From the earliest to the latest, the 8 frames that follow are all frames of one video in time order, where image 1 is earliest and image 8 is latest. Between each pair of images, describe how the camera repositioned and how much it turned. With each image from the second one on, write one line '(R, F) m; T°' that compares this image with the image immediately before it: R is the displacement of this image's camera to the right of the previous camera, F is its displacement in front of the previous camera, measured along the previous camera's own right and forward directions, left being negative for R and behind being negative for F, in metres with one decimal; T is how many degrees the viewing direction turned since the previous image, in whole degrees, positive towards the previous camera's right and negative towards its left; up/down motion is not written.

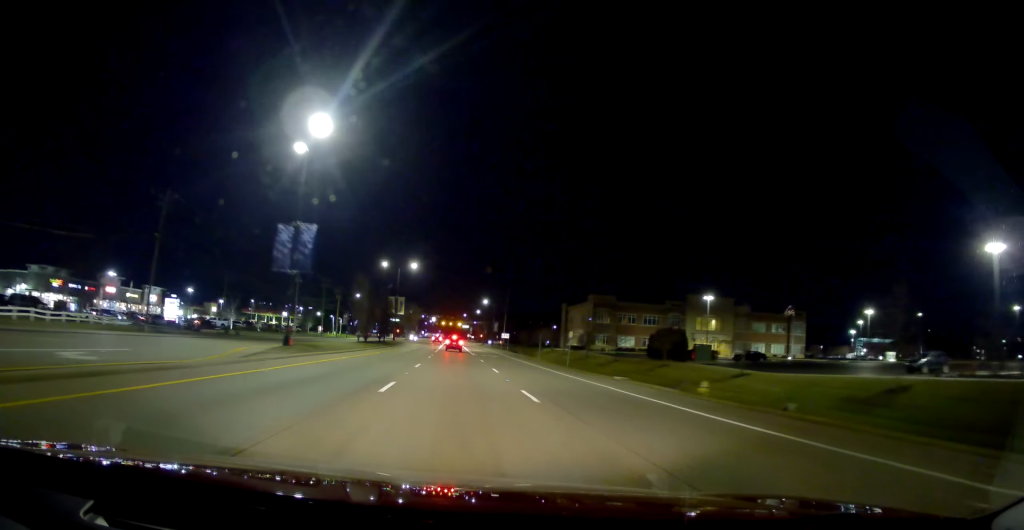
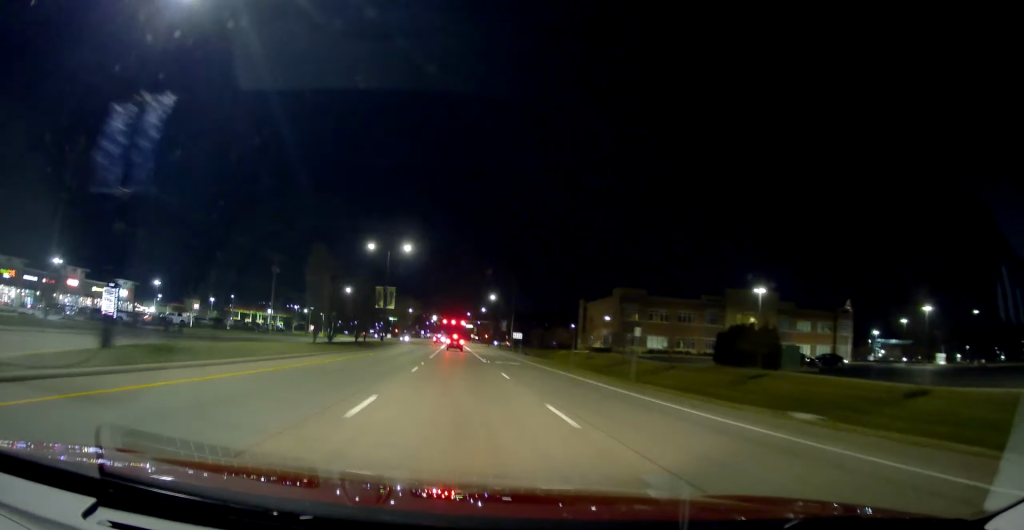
(+0.2, +16.8) m; 0°
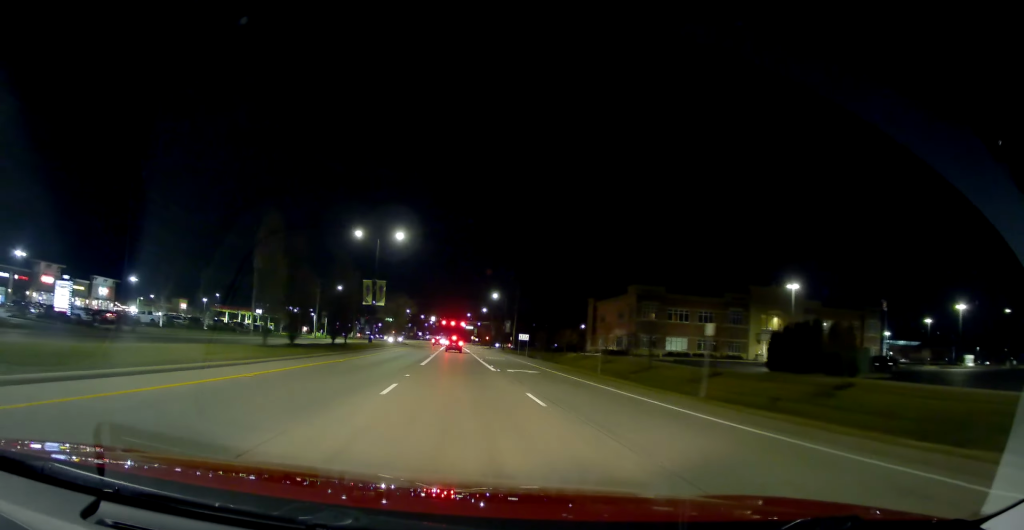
(-0.3, +9.0) m; +1°
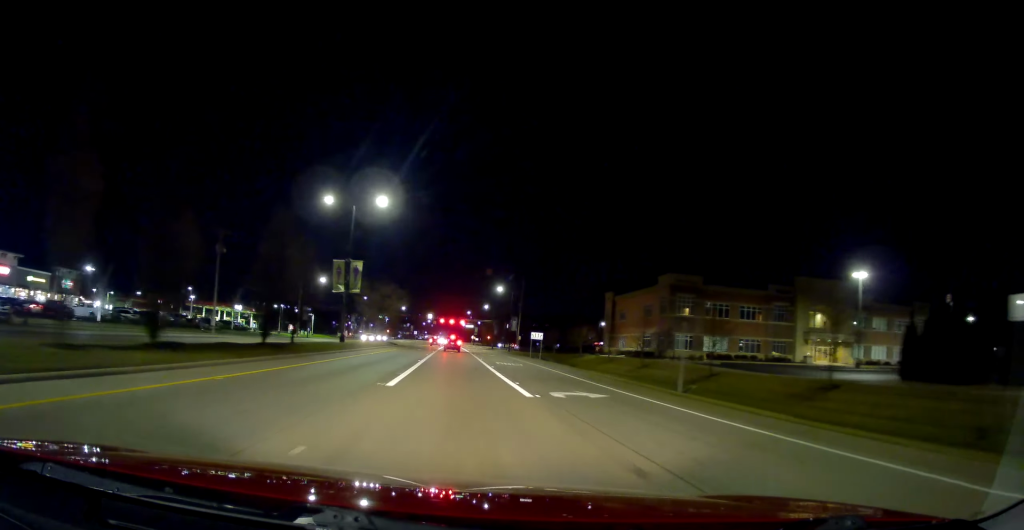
(+0.4, +14.2) m; +1°
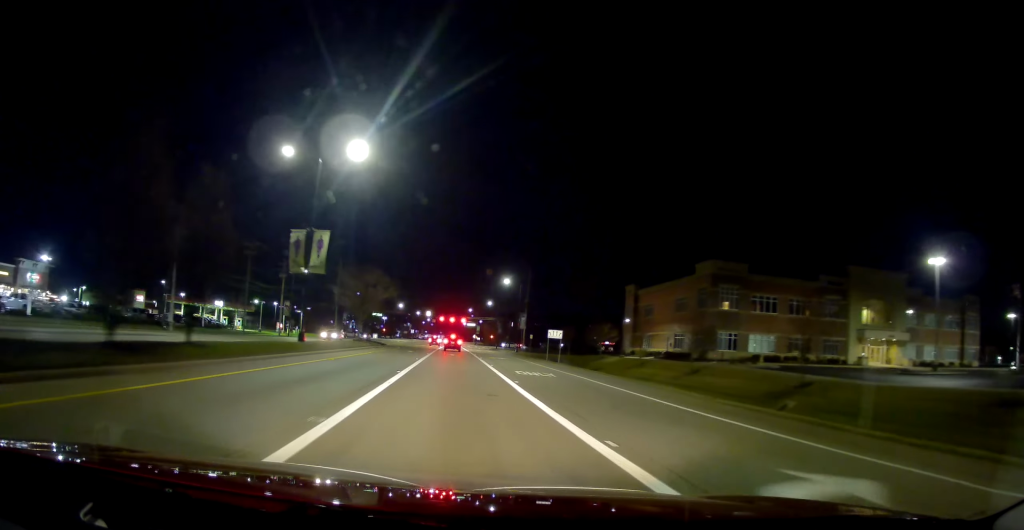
(+0.1, +12.2) m; -1°
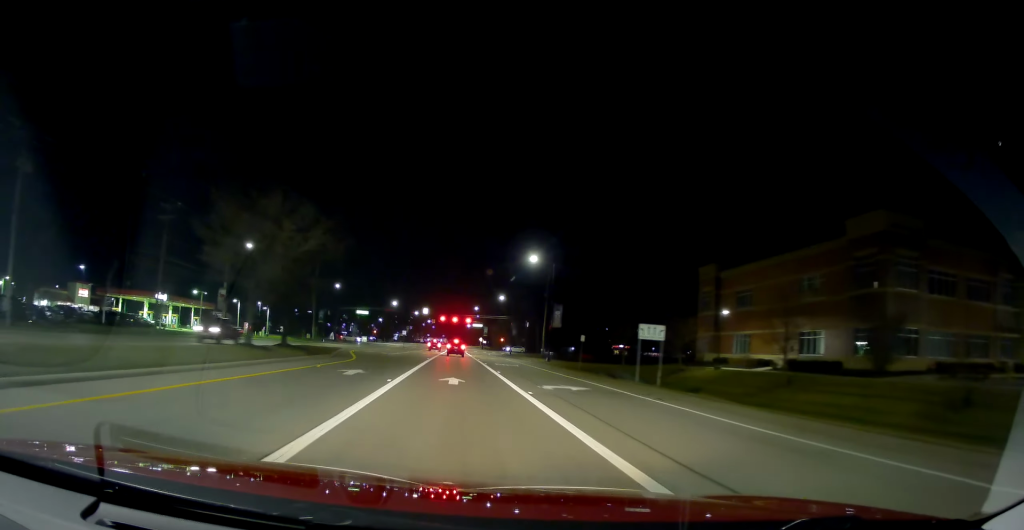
(-1.0, +28.0) m; -2°
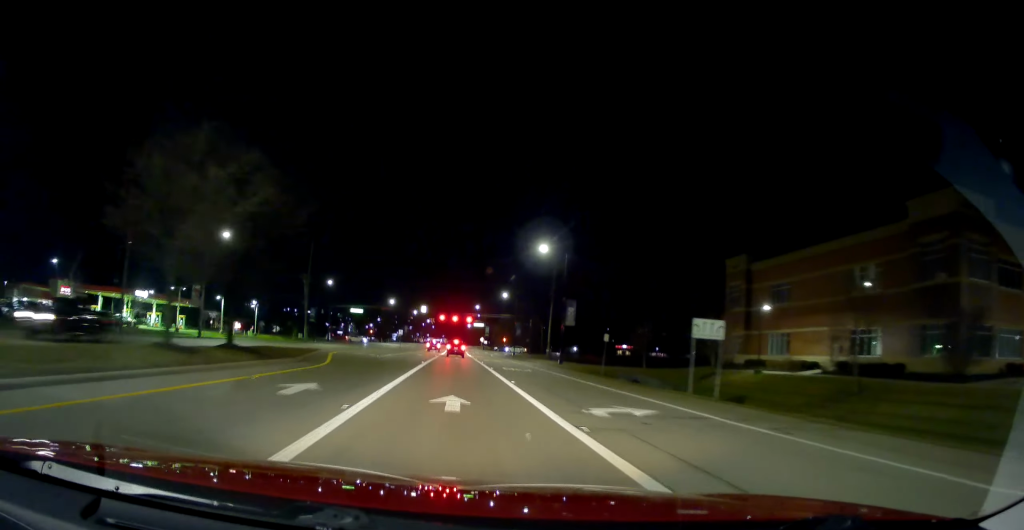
(0.0, +7.1) m; 0°
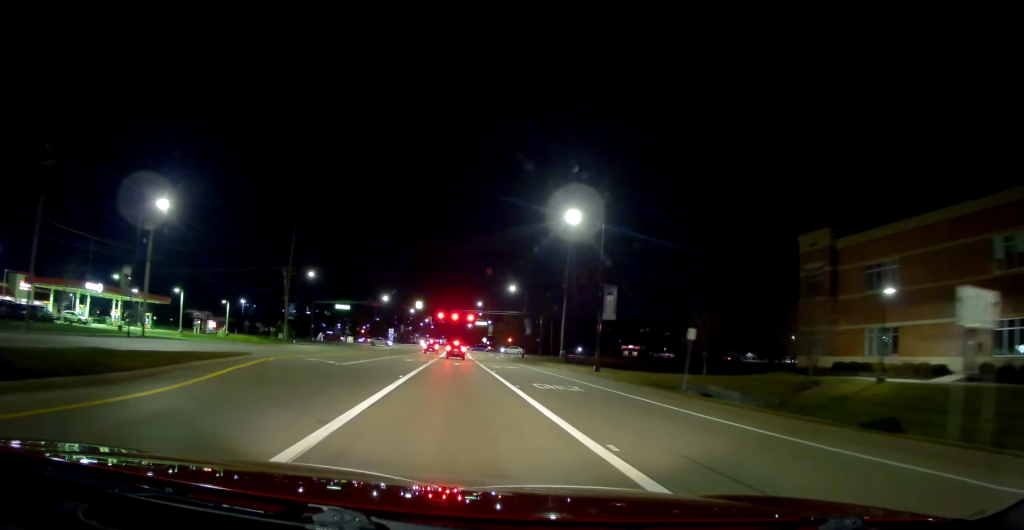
(0.0, +13.9) m; 0°
